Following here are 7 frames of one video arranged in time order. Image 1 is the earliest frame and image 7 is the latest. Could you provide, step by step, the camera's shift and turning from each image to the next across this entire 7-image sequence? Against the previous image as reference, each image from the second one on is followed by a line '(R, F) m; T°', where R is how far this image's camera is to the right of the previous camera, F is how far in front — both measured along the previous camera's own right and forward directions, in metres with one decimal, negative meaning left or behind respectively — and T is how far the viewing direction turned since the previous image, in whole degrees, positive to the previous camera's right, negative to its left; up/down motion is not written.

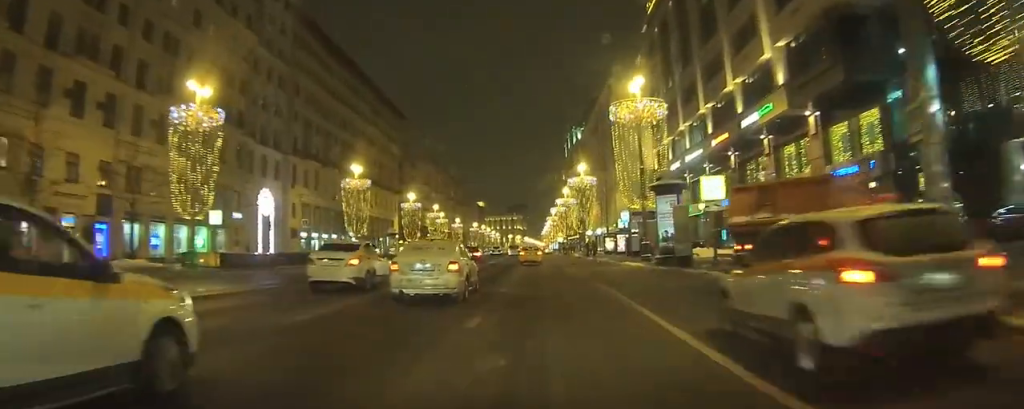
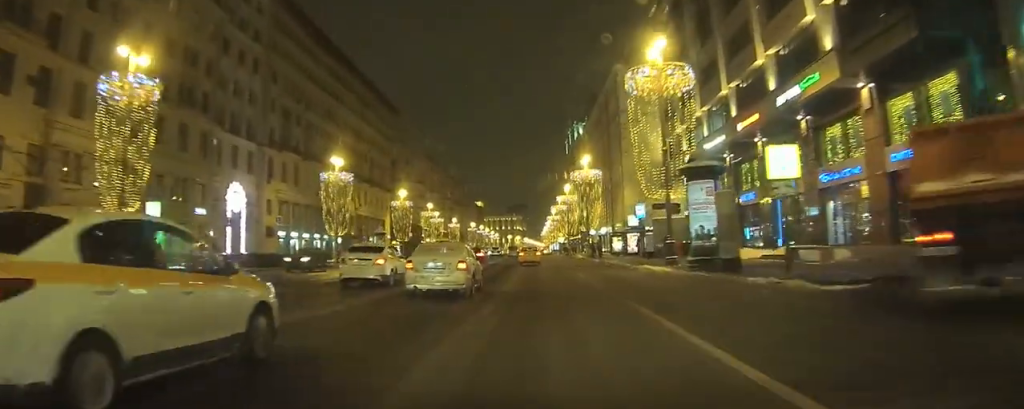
(0.0, +7.5) m; 0°
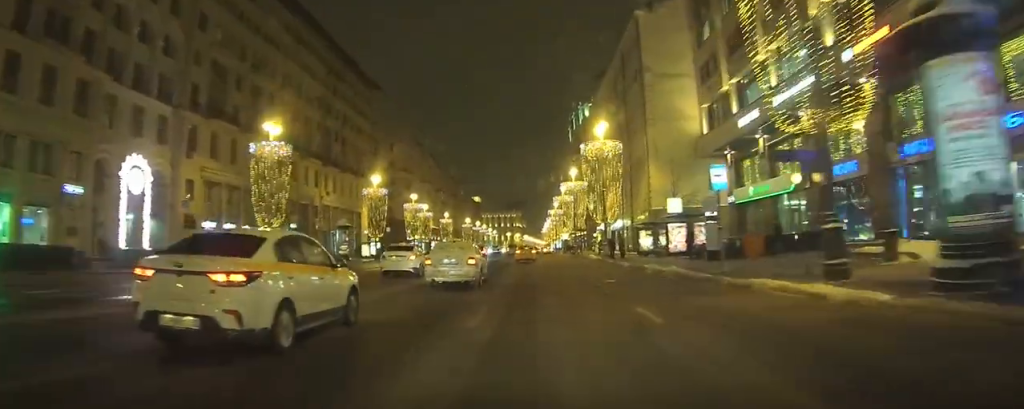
(+0.2, +15.2) m; +1°
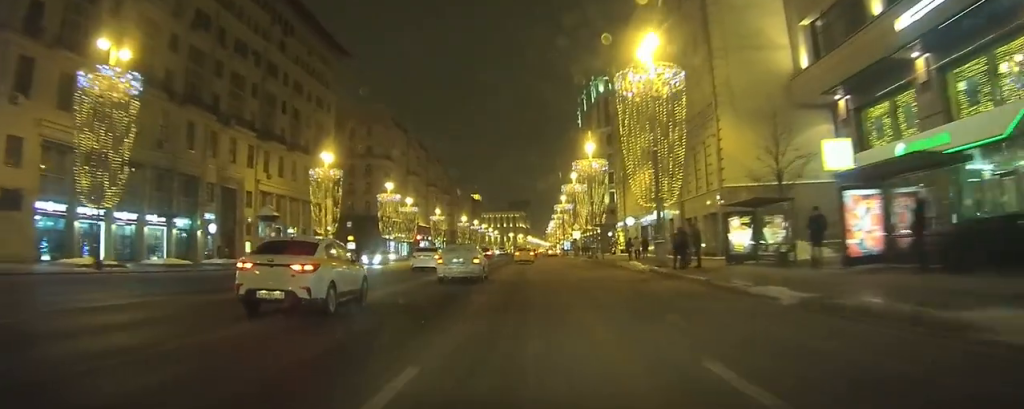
(-0.6, +19.3) m; -2°
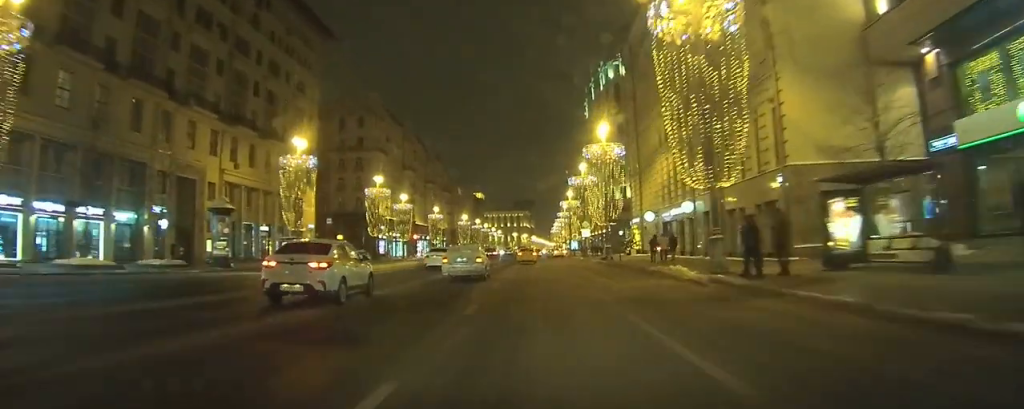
(0.0, +8.4) m; +1°
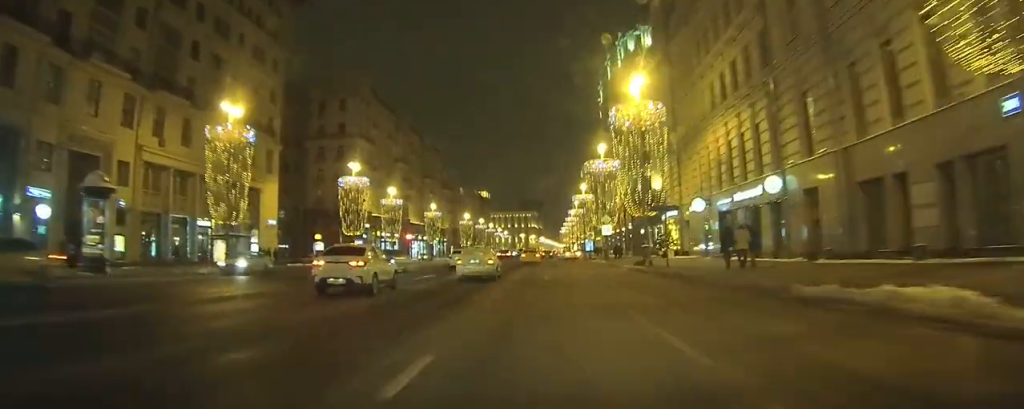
(+0.3, +14.4) m; +2°
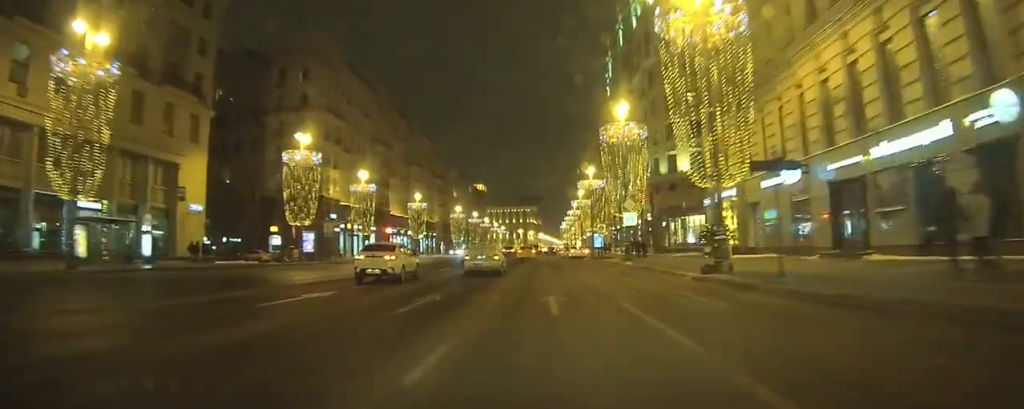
(+0.1, +15.3) m; +1°
